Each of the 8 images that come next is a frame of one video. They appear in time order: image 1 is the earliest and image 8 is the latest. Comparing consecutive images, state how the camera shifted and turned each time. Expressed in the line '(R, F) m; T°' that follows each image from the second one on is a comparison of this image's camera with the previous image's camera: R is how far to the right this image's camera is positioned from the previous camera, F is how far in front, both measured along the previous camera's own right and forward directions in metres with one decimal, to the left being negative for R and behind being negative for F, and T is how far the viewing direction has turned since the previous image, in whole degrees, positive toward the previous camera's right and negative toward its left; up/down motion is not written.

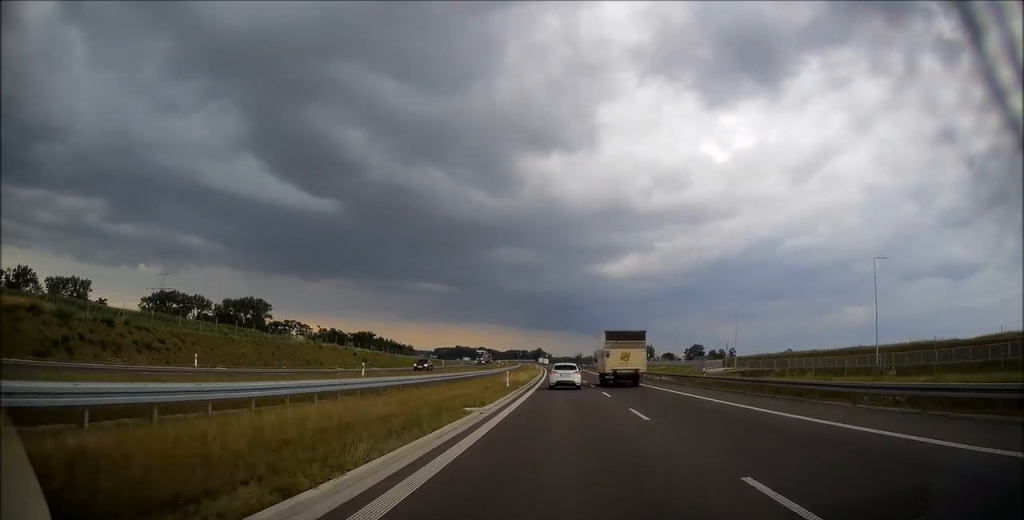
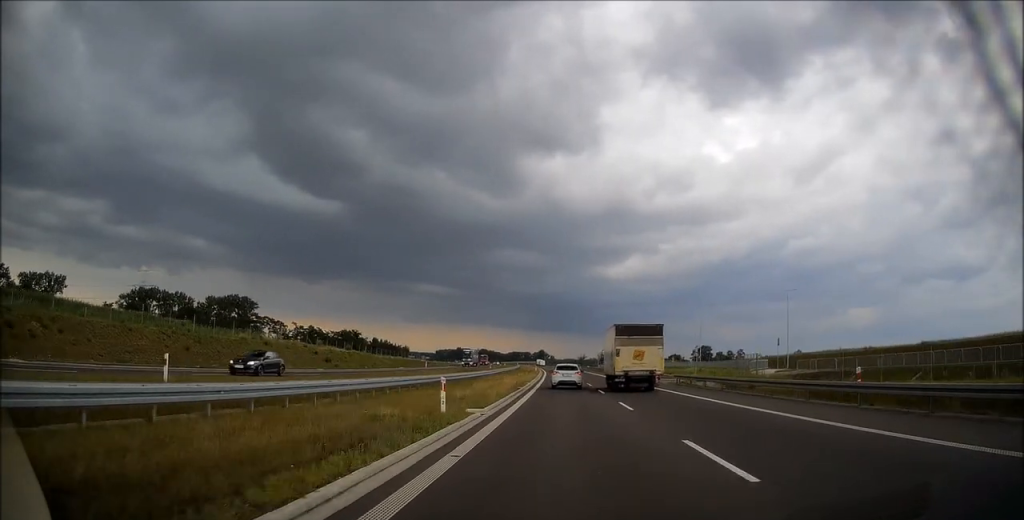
(0.0, +20.2) m; 0°
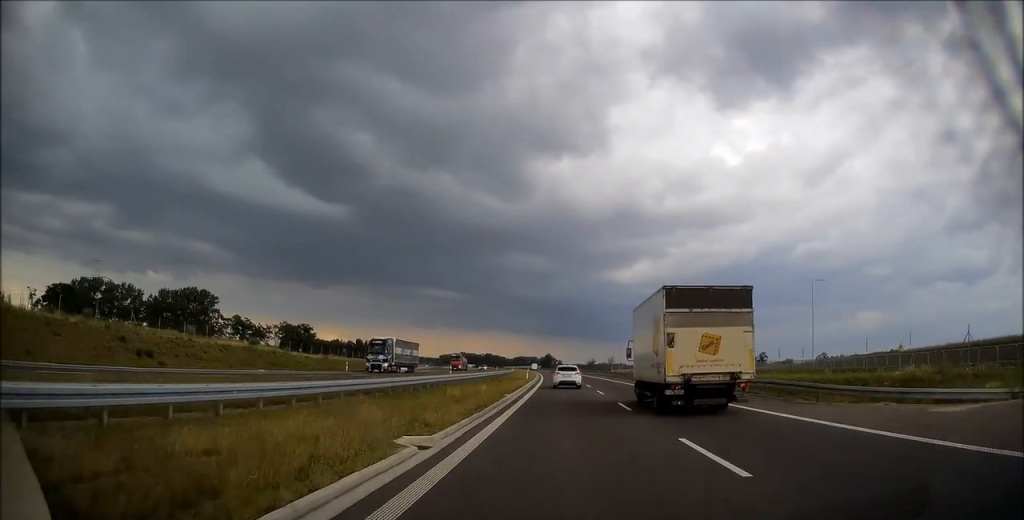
(0.0, +47.7) m; -1°
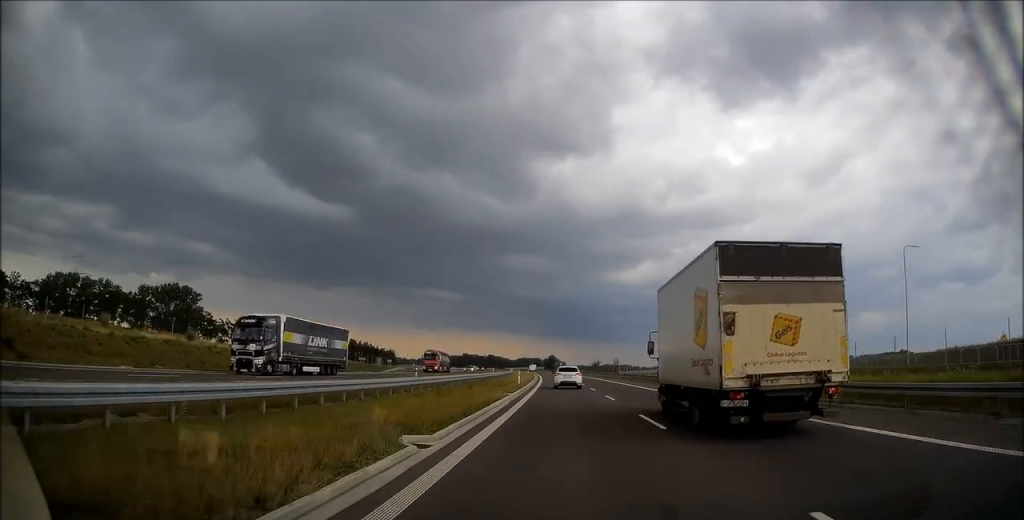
(-0.1, +18.0) m; 0°
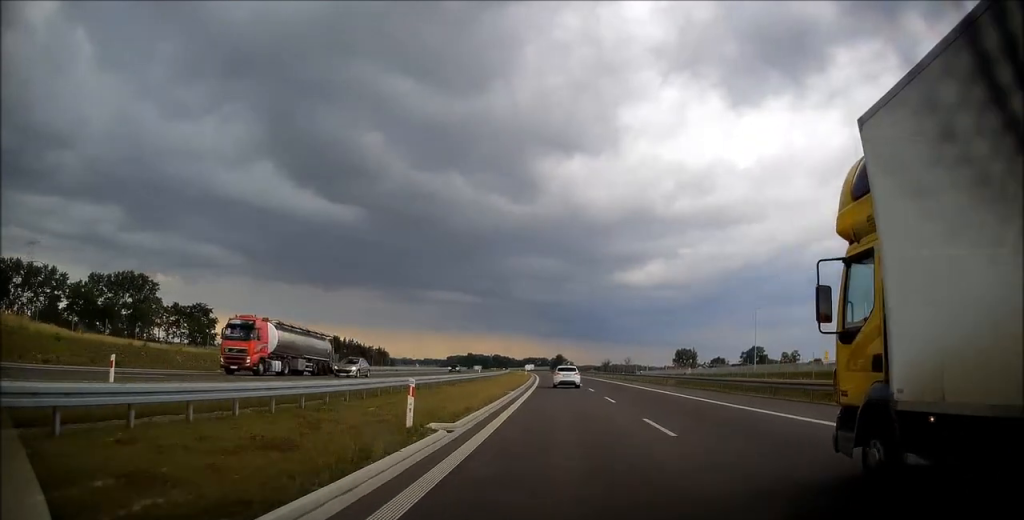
(-0.4, +37.3) m; -1°
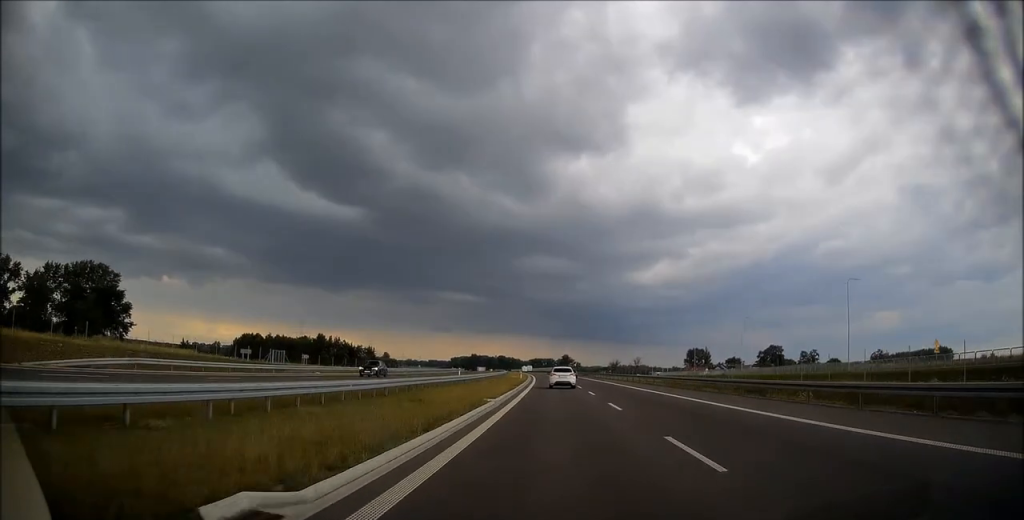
(-0.1, +27.9) m; -1°
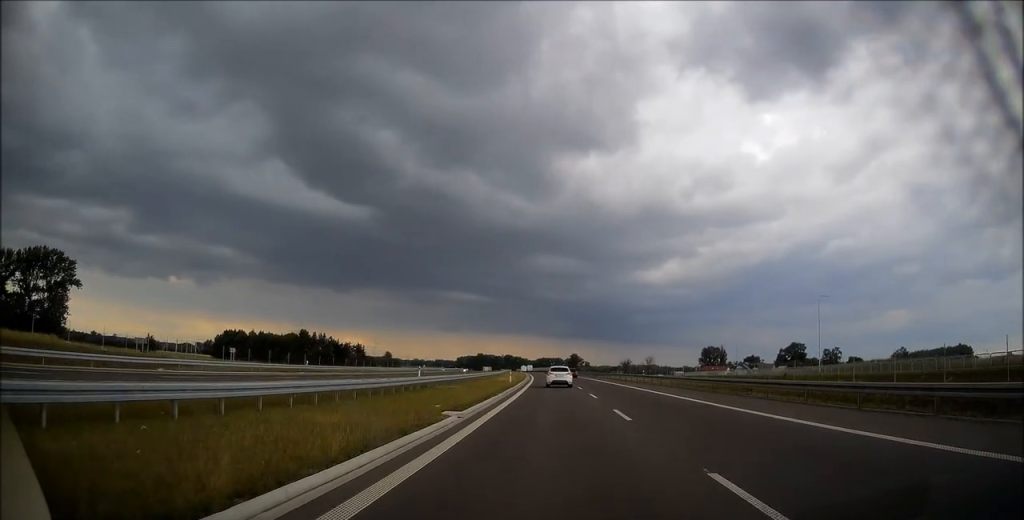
(-0.3, +28.0) m; 0°
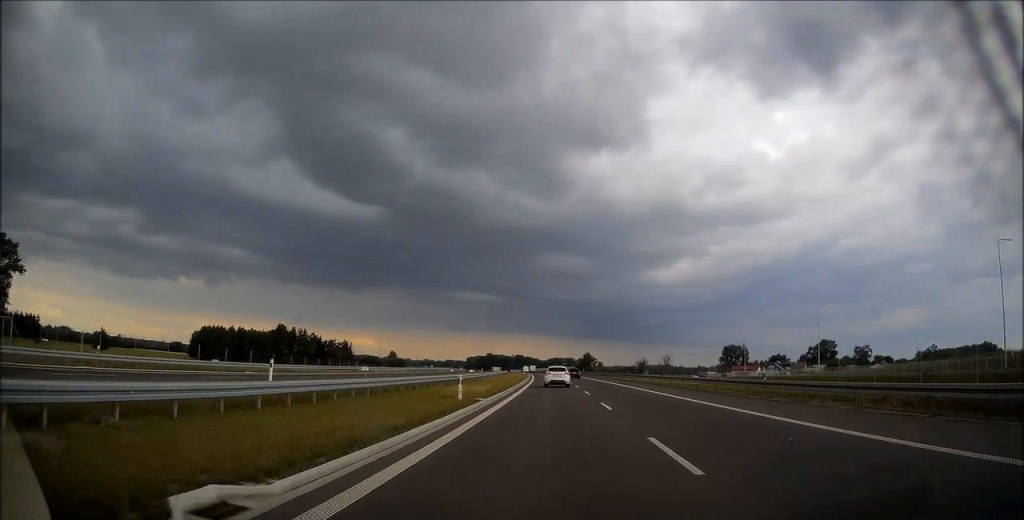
(-0.1, +31.8) m; -1°
